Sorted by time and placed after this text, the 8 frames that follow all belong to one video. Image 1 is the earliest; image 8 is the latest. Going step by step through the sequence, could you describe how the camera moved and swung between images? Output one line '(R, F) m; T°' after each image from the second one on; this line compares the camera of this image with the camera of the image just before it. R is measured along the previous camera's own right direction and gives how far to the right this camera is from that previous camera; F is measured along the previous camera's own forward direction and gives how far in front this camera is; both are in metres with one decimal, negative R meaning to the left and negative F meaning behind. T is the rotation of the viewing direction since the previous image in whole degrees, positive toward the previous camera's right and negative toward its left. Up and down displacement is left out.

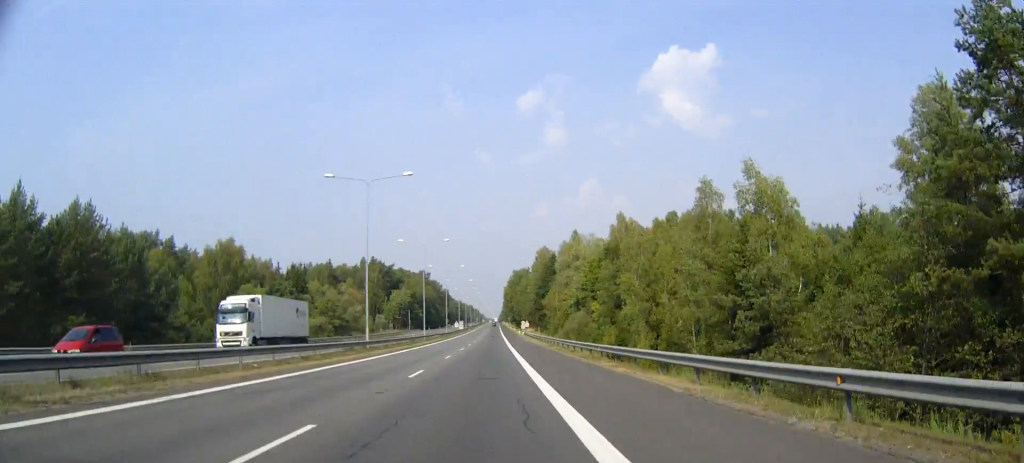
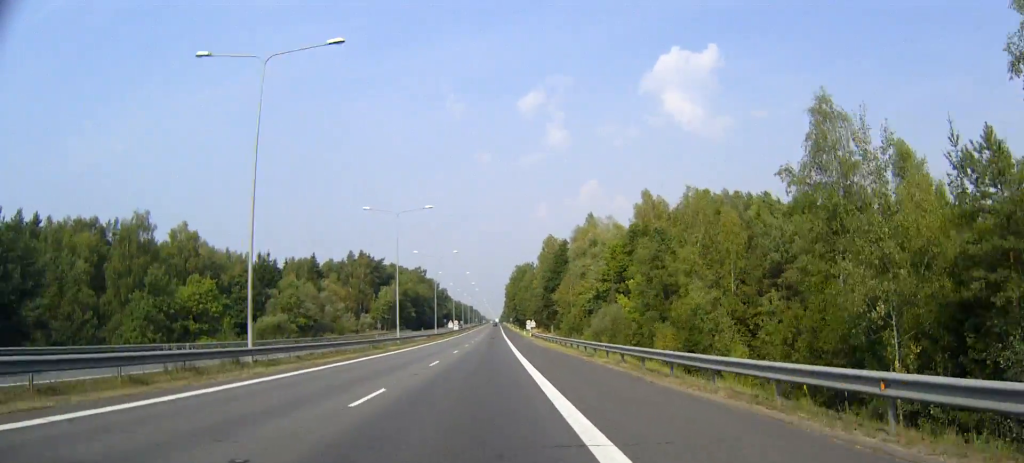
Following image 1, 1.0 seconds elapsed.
(0.0, +25.0) m; 0°
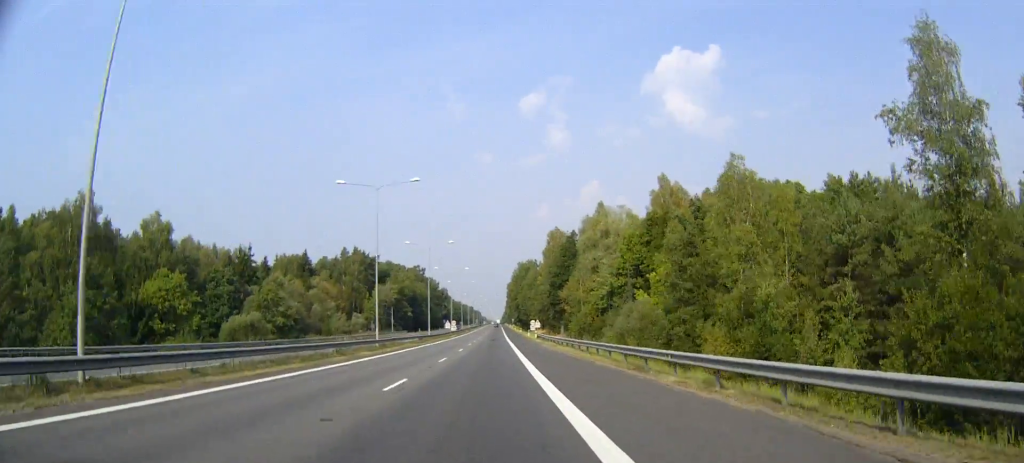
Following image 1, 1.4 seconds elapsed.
(0.0, +12.1) m; 0°
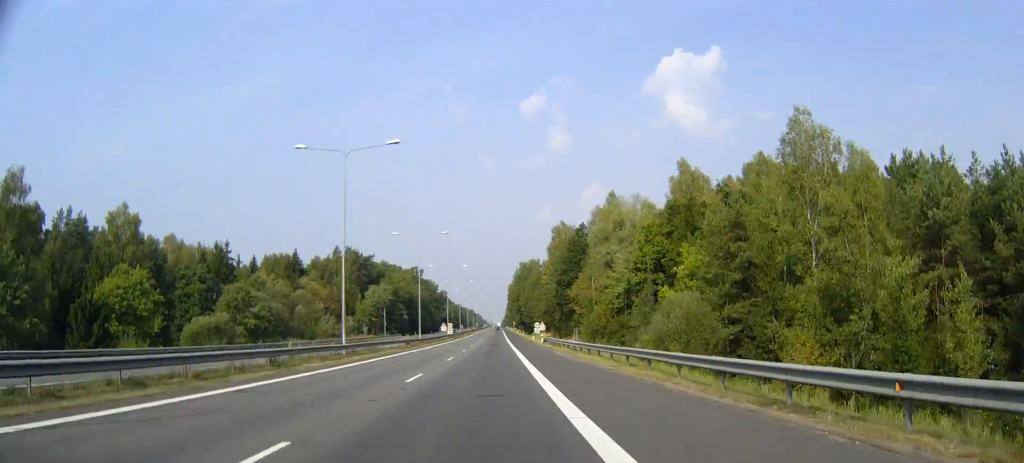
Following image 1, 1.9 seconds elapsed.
(0.0, +12.1) m; 0°
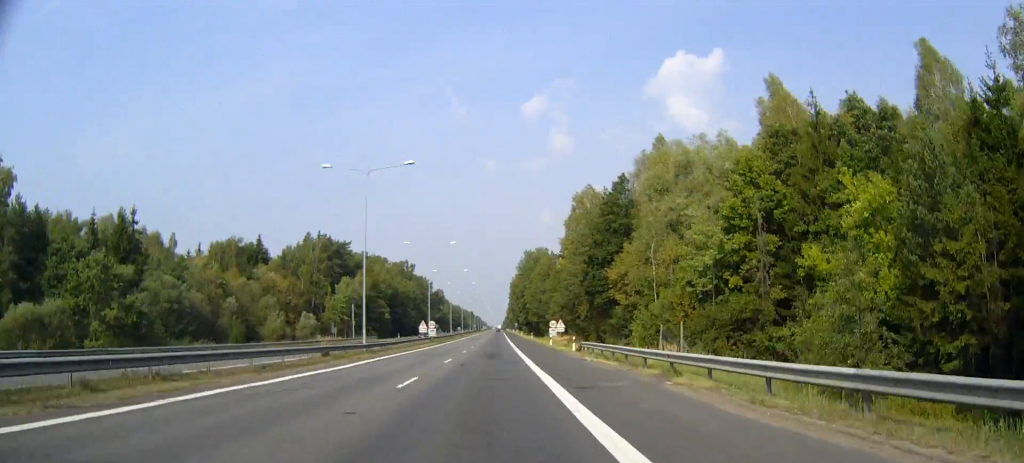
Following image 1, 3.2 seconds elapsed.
(+0.1, +34.5) m; 0°
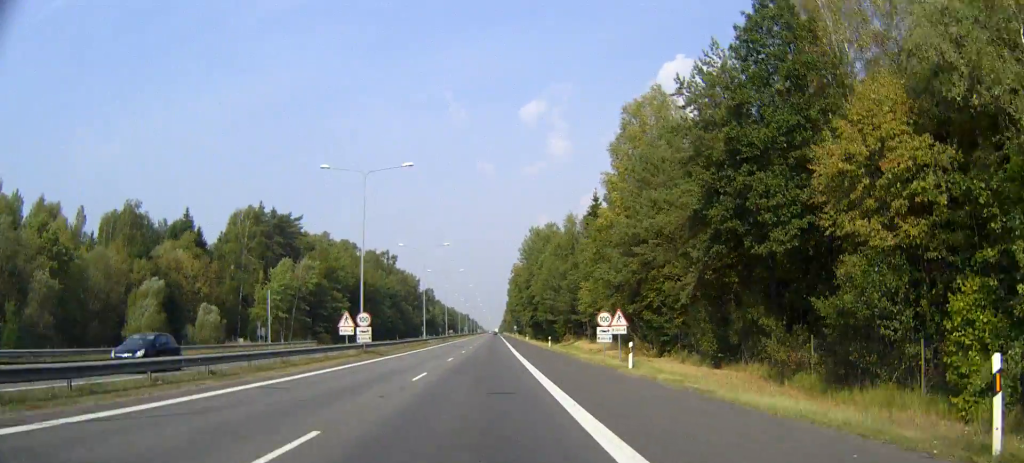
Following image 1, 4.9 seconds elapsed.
(+0.1, +44.0) m; 0°
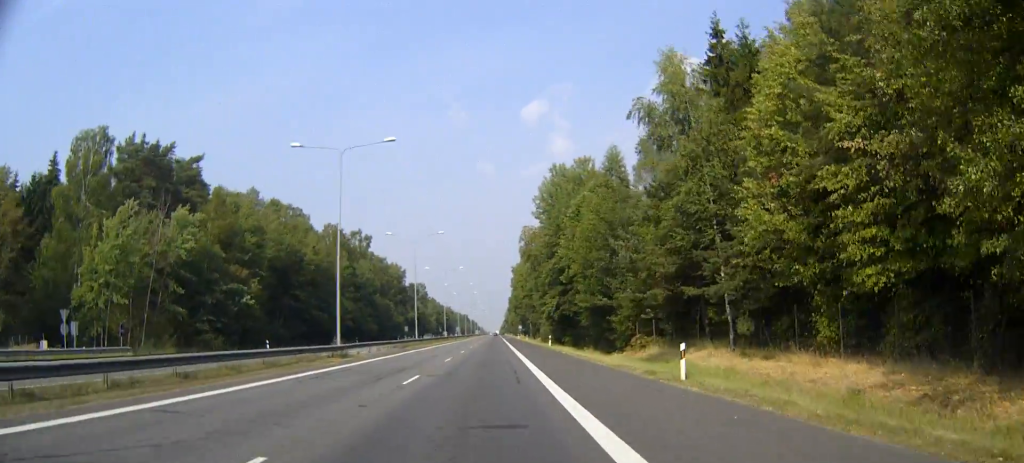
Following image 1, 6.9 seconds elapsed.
(-0.2, +50.1) m; 0°
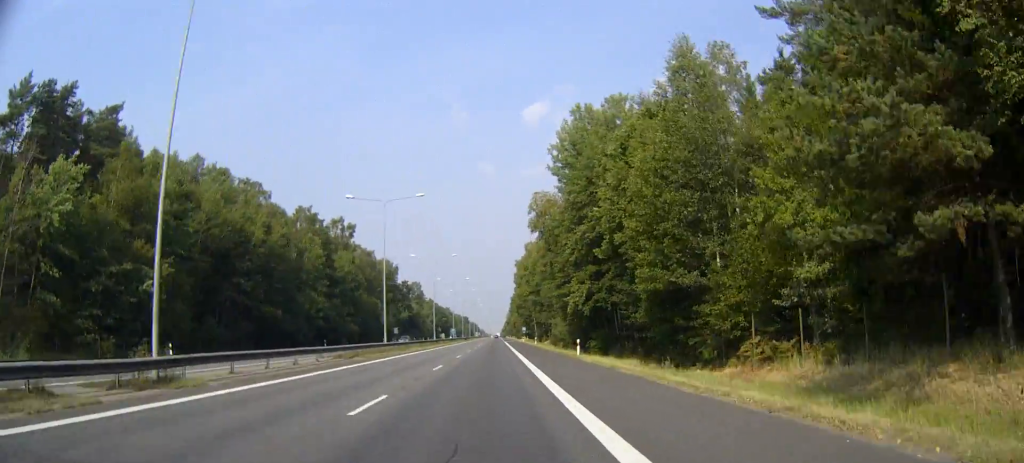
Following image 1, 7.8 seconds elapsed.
(-0.1, +23.3) m; 0°
